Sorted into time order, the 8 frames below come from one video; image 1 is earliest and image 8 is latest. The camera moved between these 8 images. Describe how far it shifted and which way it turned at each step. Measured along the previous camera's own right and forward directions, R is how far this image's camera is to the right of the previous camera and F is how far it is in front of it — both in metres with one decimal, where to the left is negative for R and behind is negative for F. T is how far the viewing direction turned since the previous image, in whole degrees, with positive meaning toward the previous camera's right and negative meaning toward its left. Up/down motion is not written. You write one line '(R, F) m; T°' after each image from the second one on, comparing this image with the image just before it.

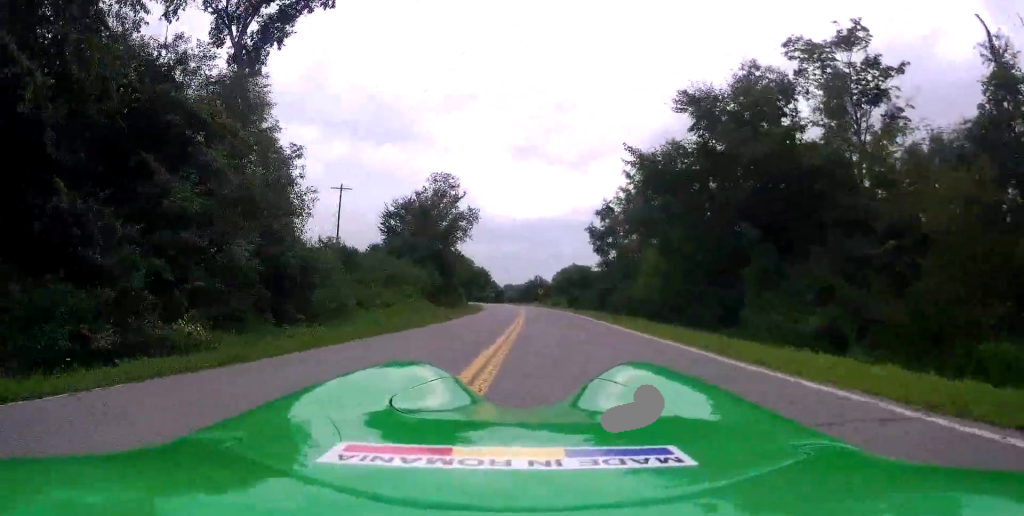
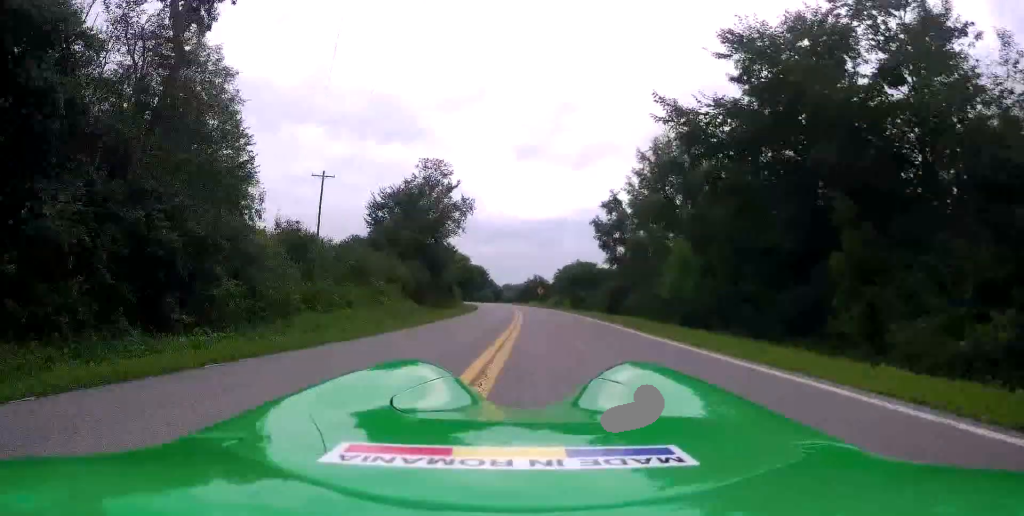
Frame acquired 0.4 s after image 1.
(0.0, +5.7) m; 0°
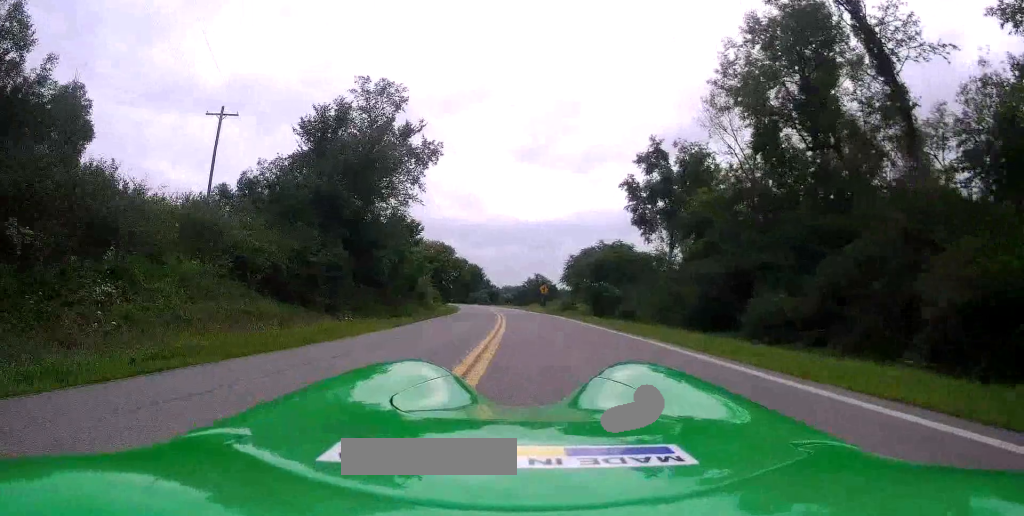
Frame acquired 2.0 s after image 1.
(-0.1, +21.7) m; -1°
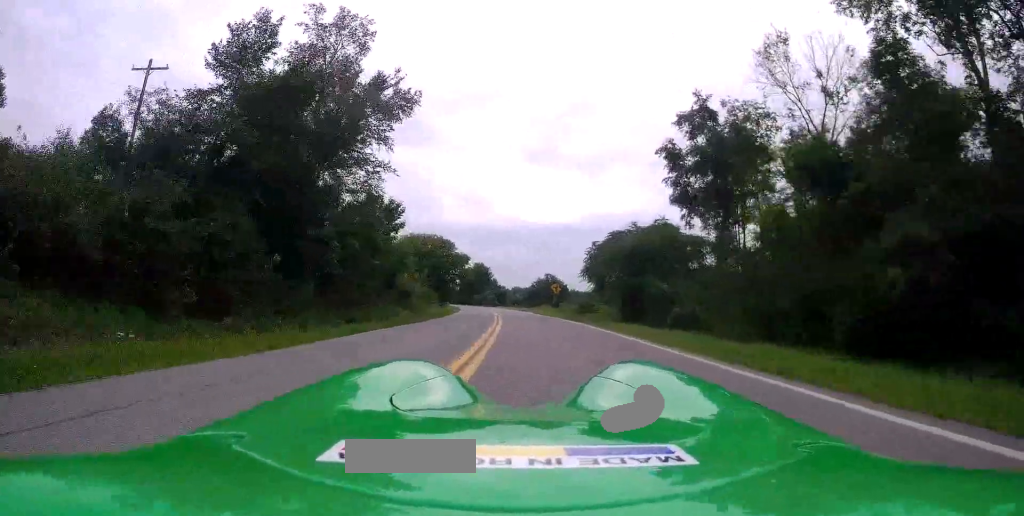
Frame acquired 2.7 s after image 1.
(-0.1, +9.8) m; 0°
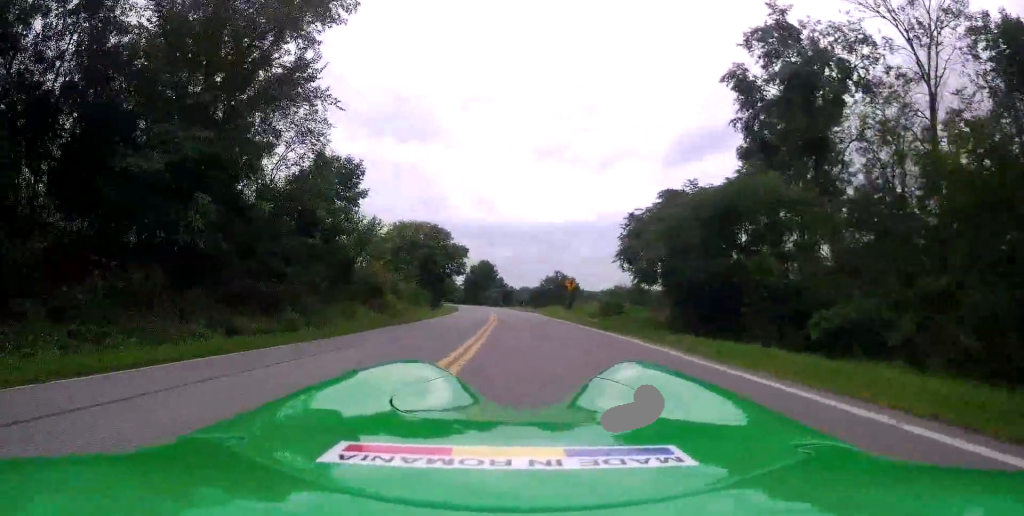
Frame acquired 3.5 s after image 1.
(-0.1, +11.0) m; 0°
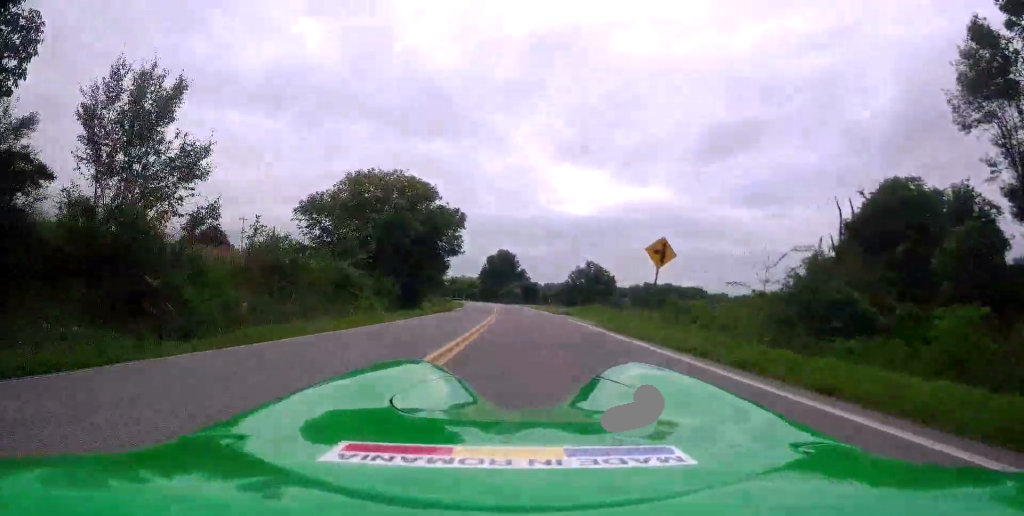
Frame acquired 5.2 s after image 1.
(-0.1, +23.6) m; -1°
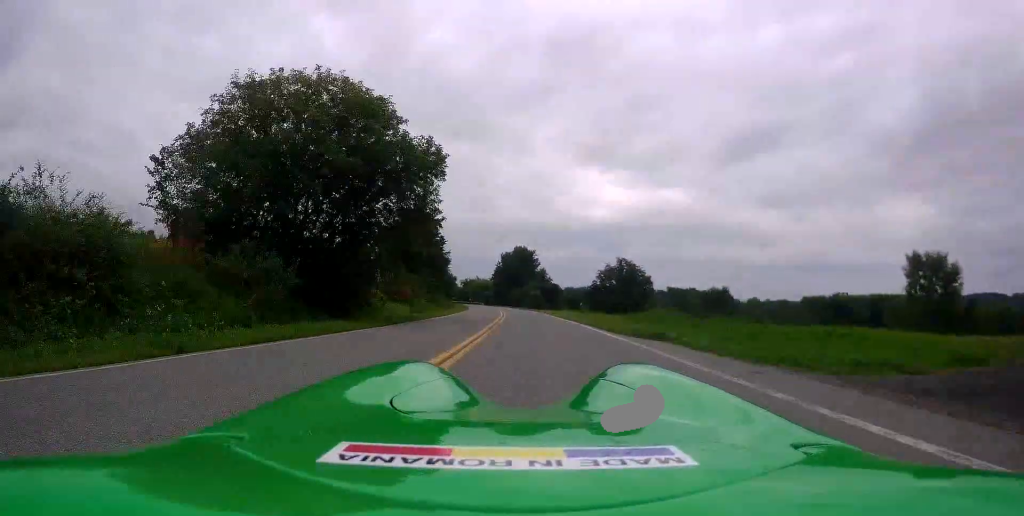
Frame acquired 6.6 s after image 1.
(-0.7, +19.0) m; -5°
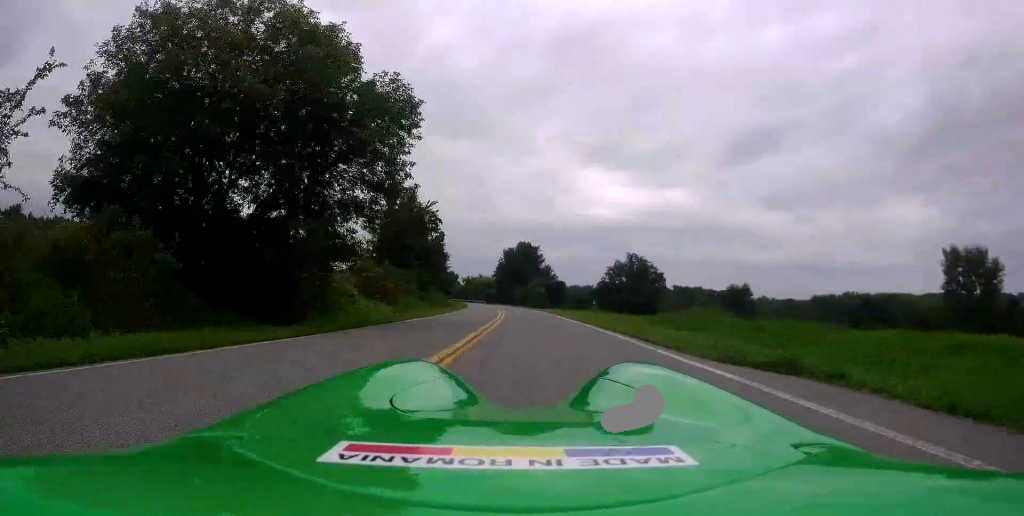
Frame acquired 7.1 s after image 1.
(-0.4, +6.9) m; -1°
